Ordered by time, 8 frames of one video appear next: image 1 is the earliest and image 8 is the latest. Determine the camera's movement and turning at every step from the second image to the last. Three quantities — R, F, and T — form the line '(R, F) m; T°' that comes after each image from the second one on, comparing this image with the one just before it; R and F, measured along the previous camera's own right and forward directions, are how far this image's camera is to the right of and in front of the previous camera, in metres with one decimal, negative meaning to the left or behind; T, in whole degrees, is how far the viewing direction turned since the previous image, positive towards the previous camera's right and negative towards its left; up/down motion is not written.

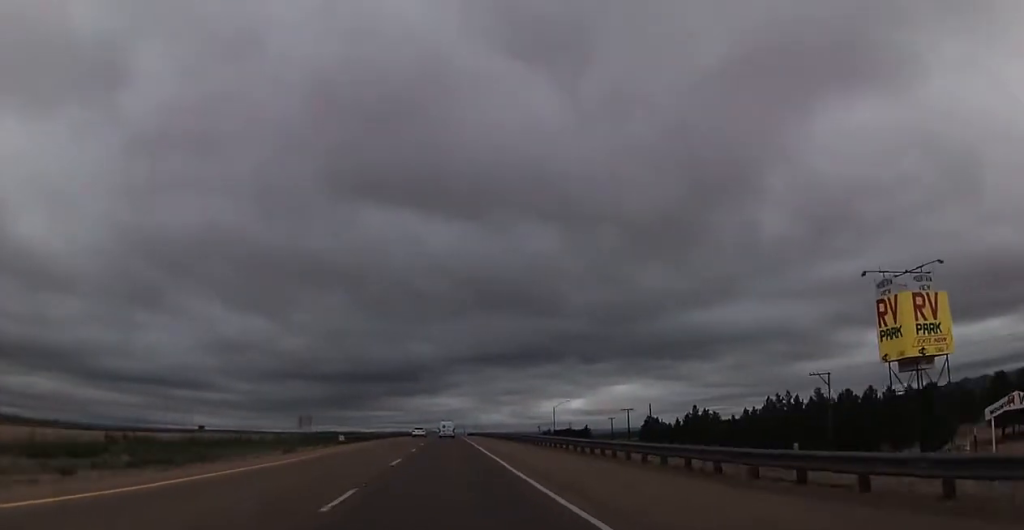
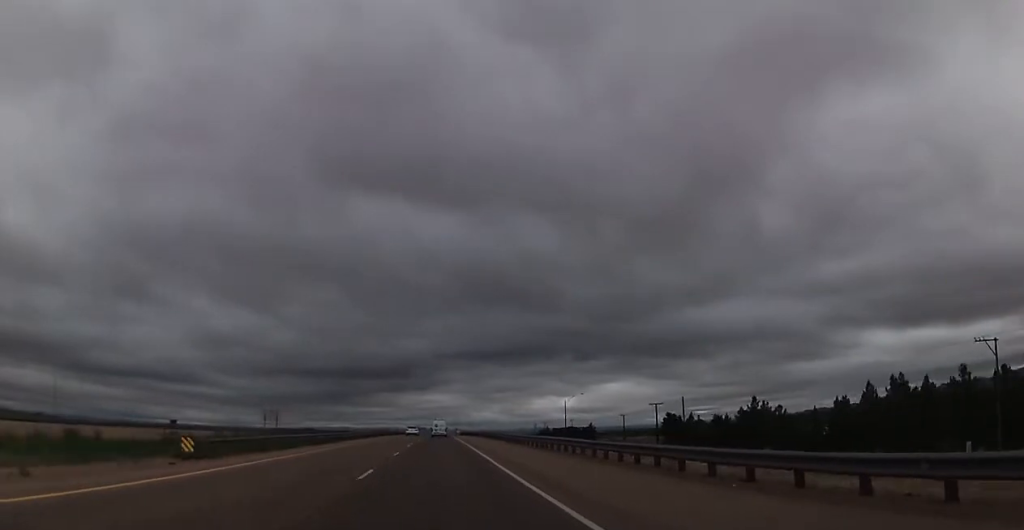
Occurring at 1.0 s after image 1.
(+0.1, +31.1) m; 0°
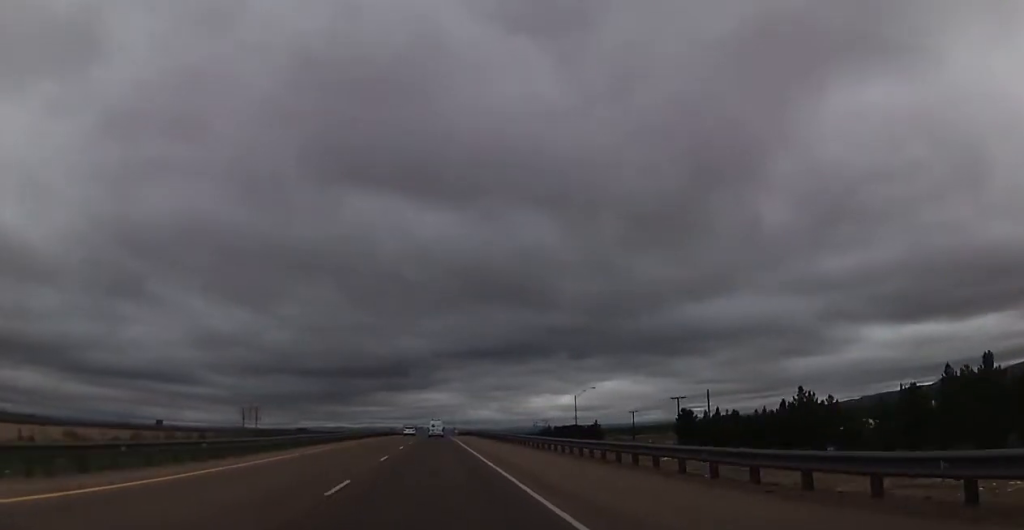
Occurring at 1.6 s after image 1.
(0.0, +16.1) m; 0°
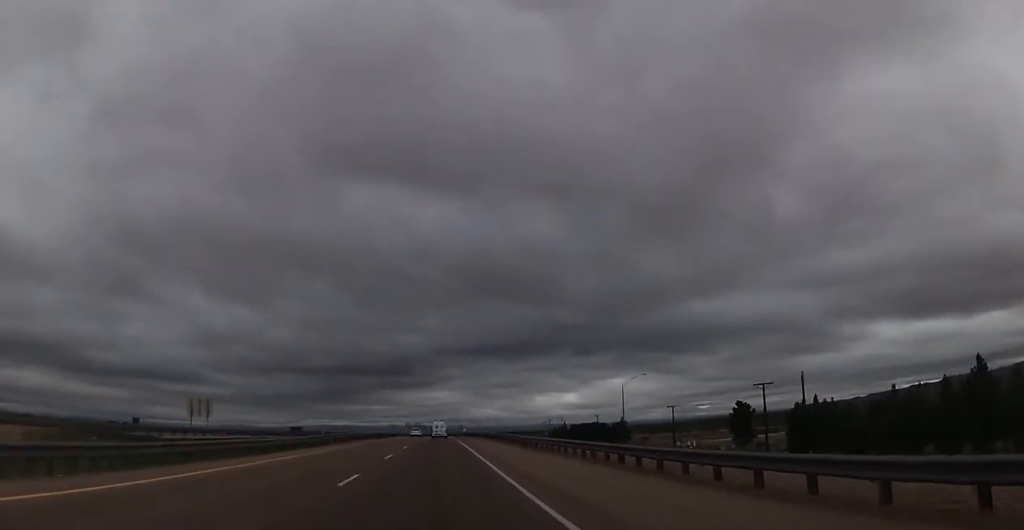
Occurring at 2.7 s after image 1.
(+0.3, +34.8) m; +1°
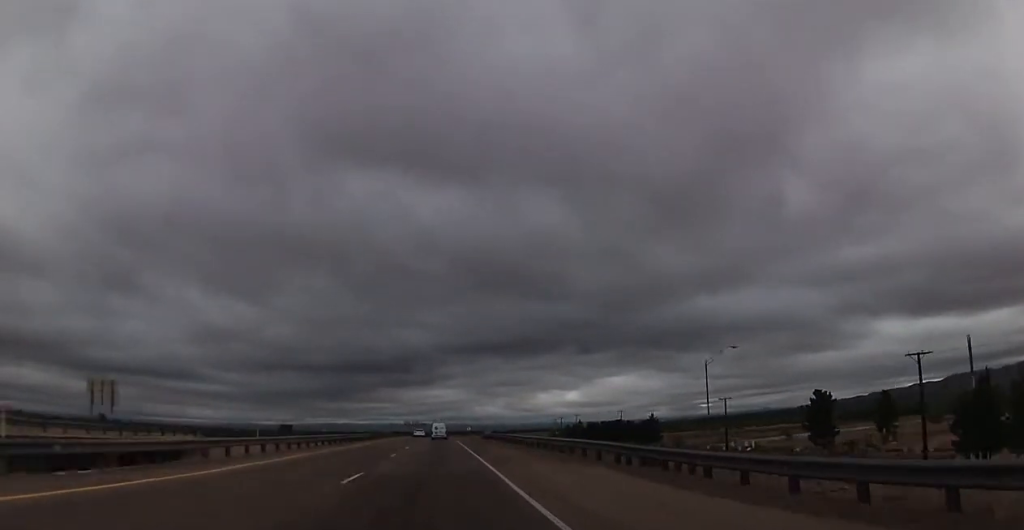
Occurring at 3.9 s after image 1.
(0.0, +35.7) m; -1°
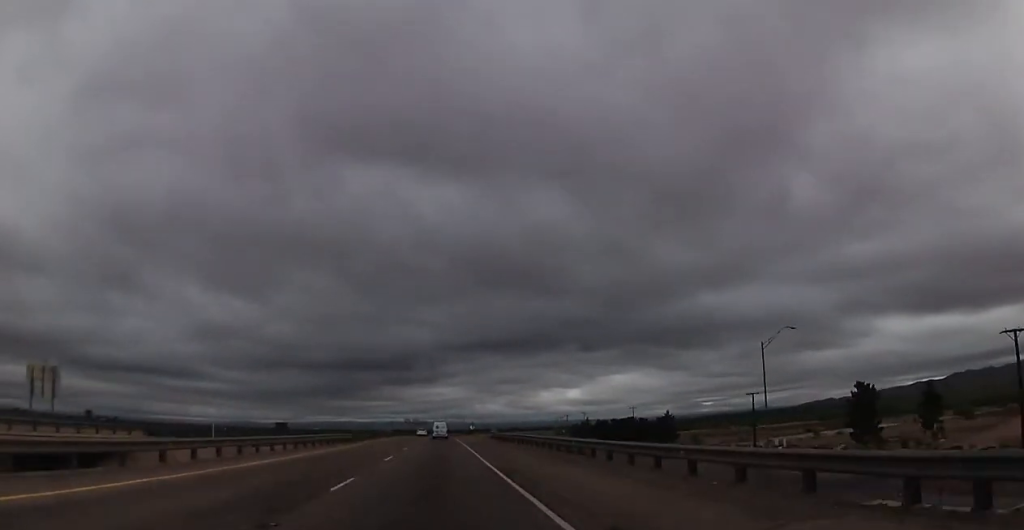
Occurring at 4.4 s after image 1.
(-0.1, +14.0) m; -1°
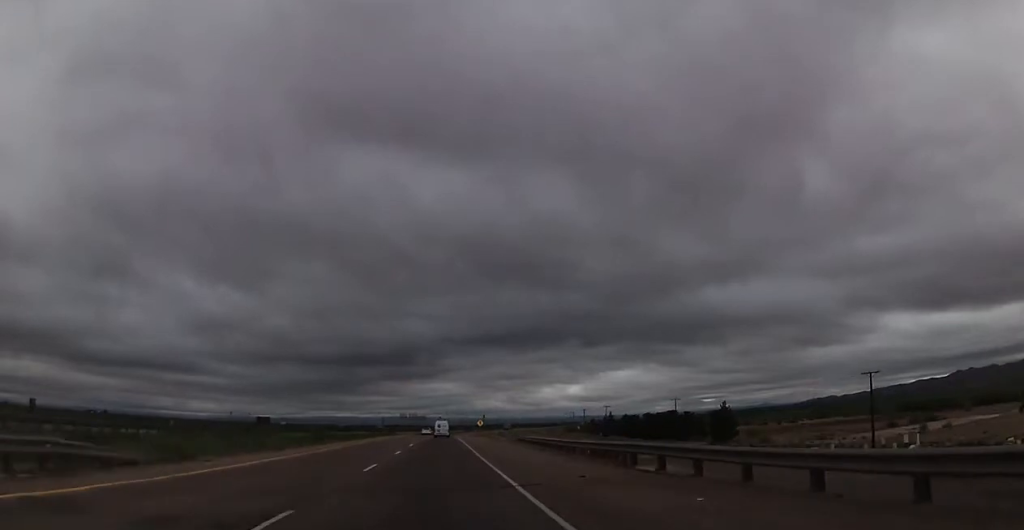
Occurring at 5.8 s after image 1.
(-0.1, +43.0) m; 0°
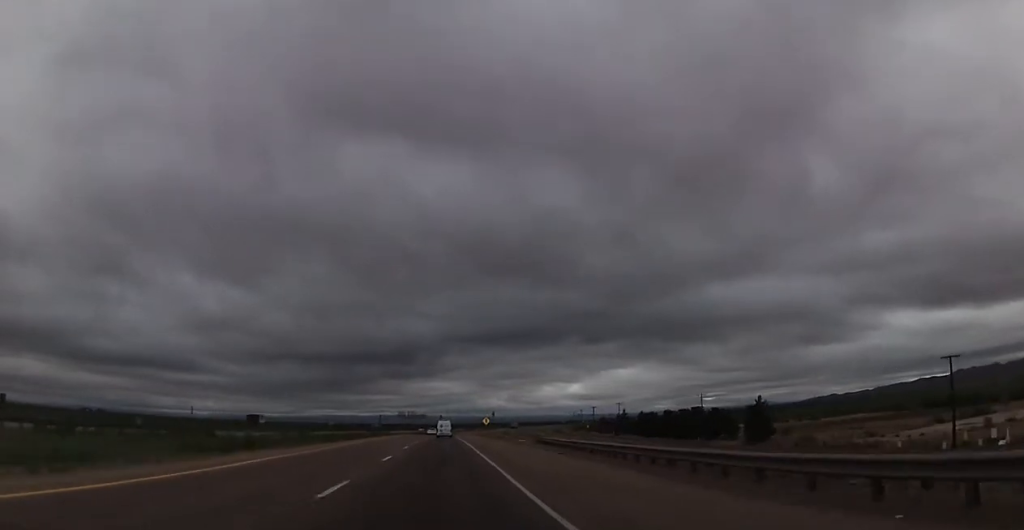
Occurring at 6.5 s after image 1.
(+0.1, +19.2) m; 0°
